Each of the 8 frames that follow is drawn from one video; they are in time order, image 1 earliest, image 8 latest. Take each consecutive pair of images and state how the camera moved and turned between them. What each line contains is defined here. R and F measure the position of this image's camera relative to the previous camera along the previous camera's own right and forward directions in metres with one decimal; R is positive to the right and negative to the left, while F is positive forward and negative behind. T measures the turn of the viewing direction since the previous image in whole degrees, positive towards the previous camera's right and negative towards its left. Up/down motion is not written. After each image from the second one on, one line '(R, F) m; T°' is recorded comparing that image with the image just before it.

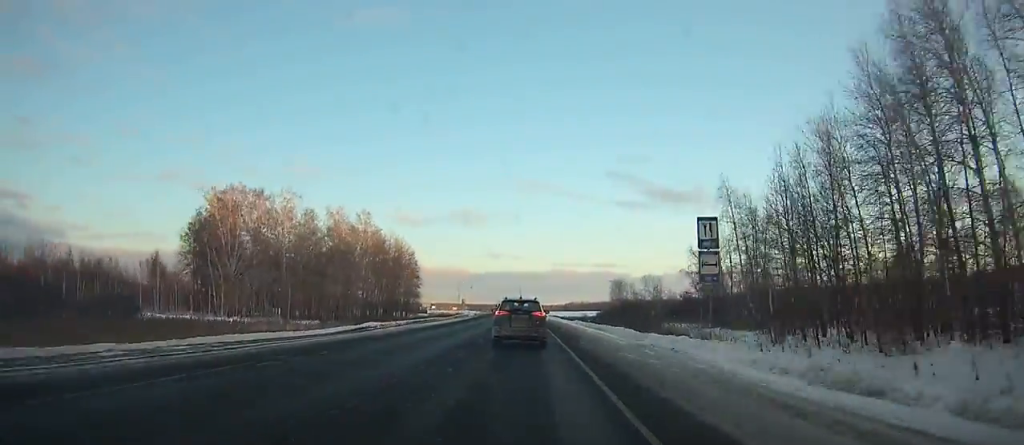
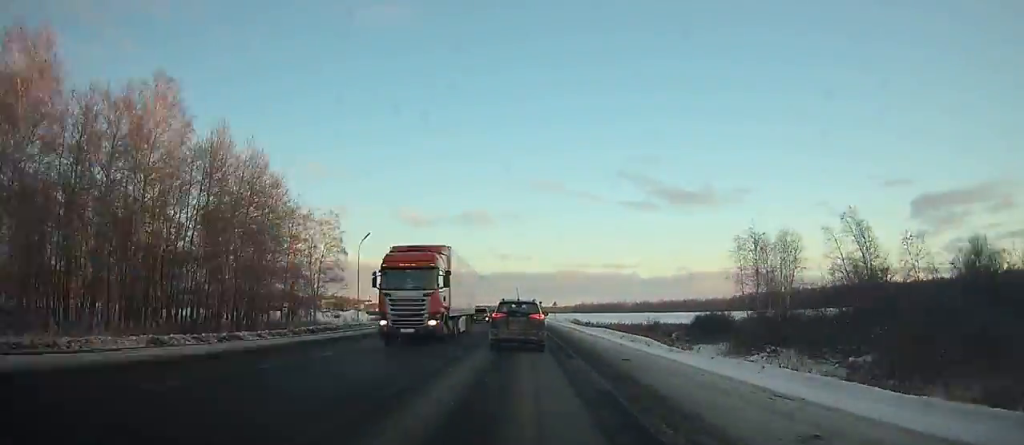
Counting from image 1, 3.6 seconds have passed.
(-1.1, +77.9) m; -2°
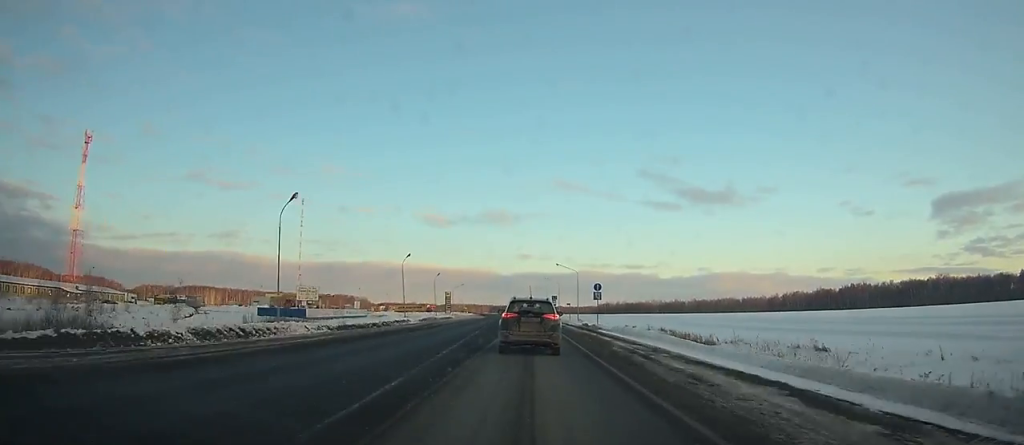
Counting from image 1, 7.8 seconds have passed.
(-1.3, +85.9) m; -1°
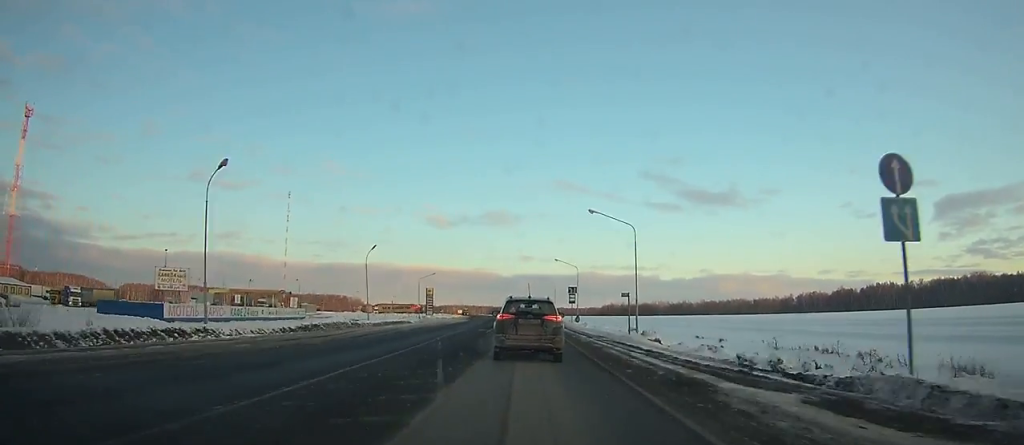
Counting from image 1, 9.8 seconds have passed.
(-0.2, +39.7) m; 0°
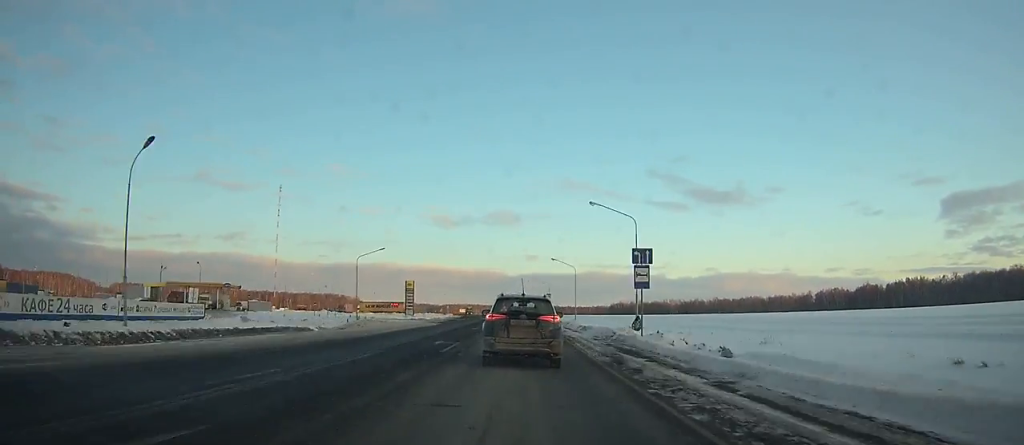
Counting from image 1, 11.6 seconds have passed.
(0.0, +34.9) m; 0°
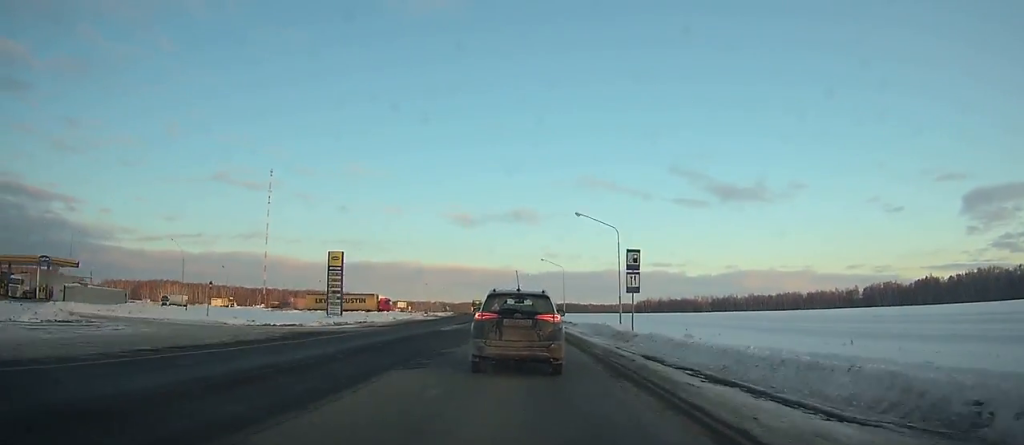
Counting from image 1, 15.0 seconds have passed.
(-0.6, +63.7) m; -2°
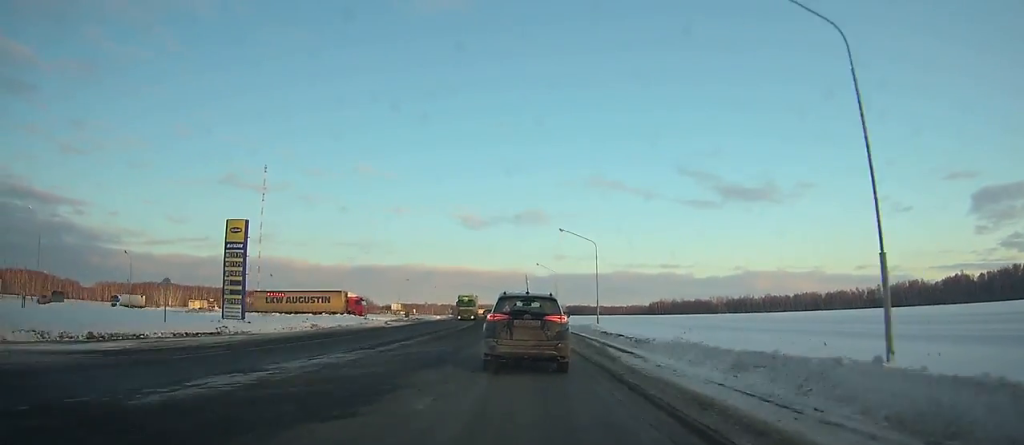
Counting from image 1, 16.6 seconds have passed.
(-0.4, +28.9) m; -1°
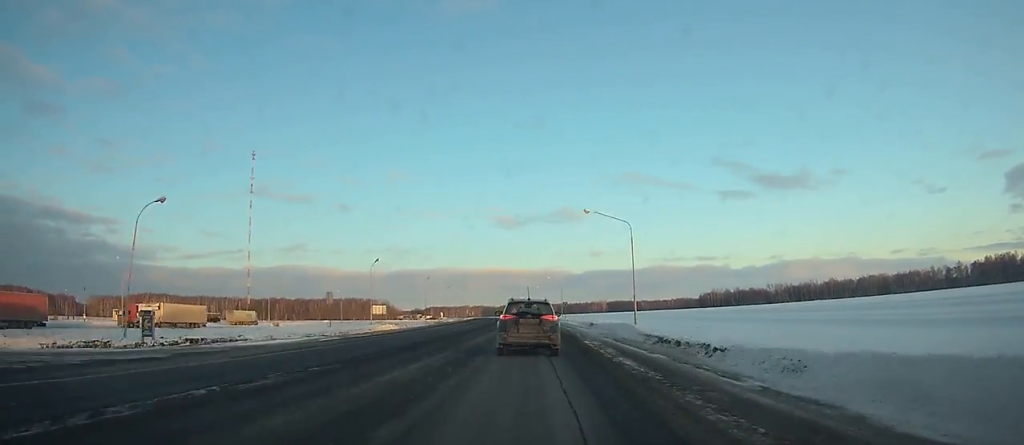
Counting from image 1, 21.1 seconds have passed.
(-1.8, +80.5) m; -3°
